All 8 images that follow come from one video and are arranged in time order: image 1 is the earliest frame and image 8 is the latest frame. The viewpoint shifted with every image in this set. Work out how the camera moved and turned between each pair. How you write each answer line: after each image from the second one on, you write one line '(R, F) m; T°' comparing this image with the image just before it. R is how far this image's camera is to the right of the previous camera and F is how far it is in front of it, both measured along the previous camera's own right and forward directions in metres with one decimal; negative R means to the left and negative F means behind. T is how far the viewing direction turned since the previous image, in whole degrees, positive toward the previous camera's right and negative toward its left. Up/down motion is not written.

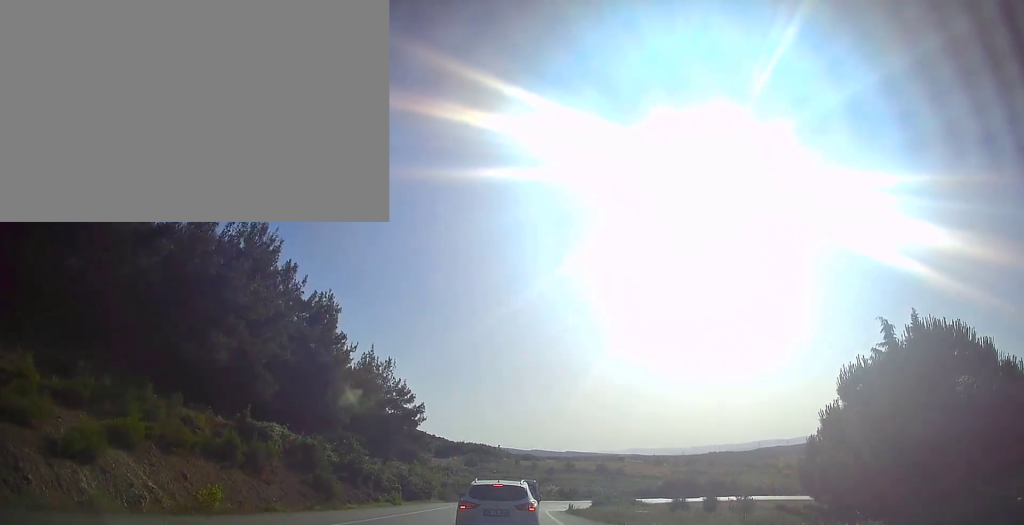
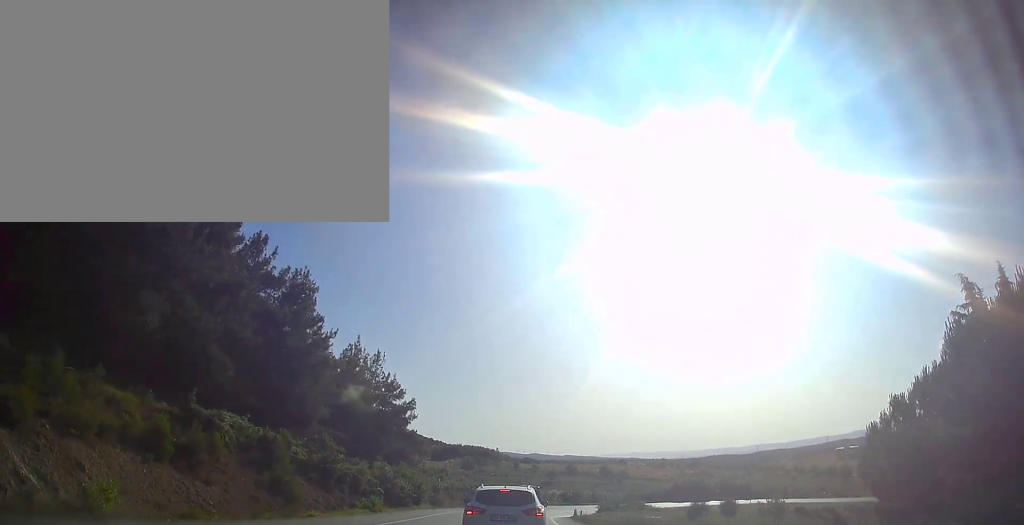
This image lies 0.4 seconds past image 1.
(-0.1, +5.6) m; 0°
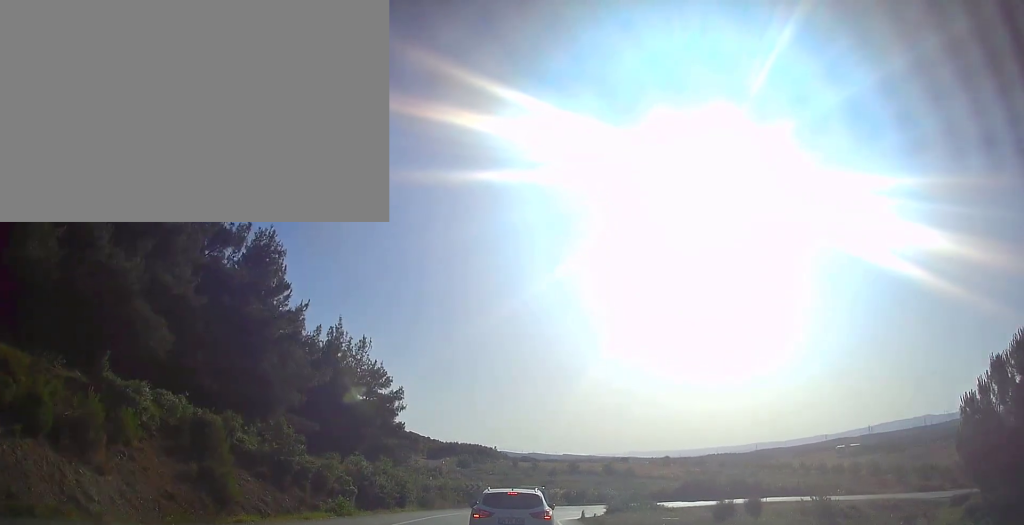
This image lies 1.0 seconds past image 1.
(0.0, +7.2) m; 0°
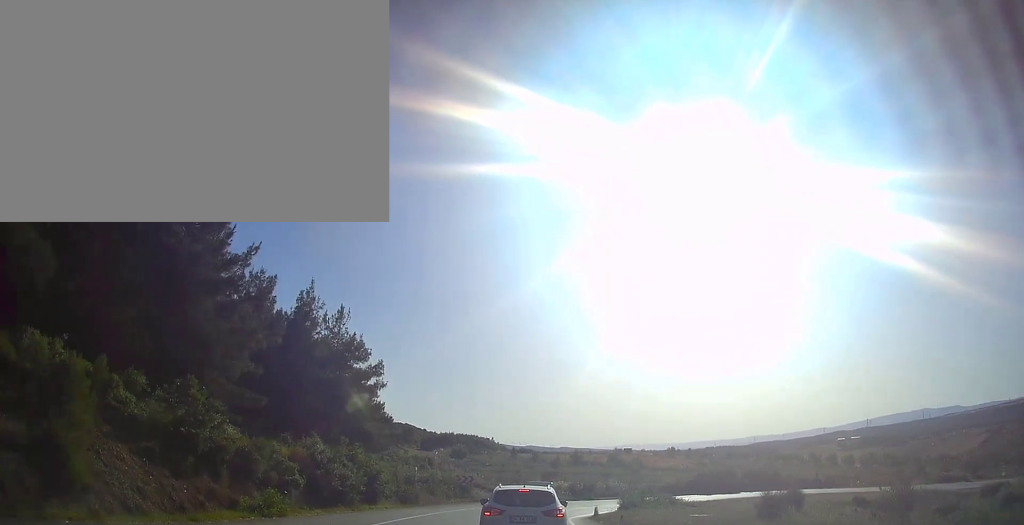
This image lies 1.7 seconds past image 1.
(+0.1, +8.3) m; 0°
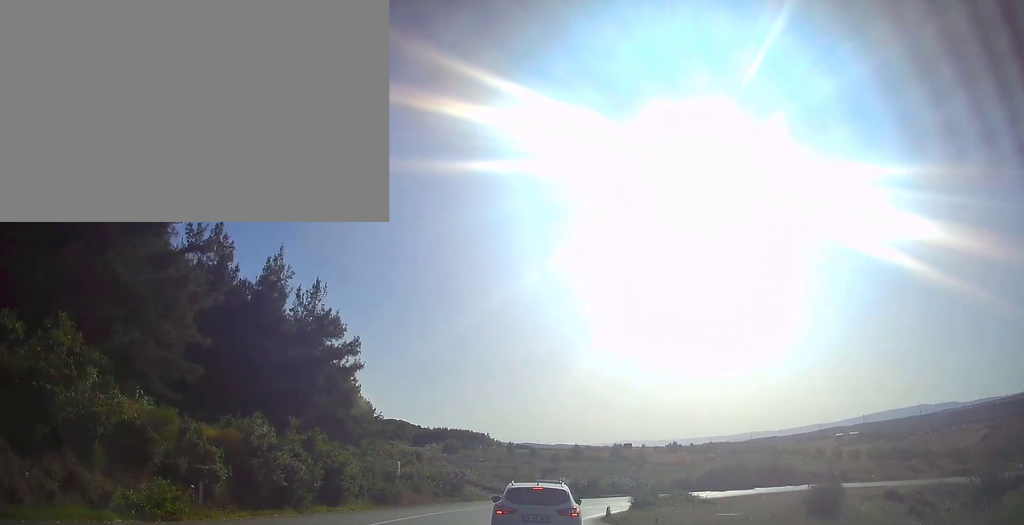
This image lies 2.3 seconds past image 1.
(-0.1, +7.1) m; 0°
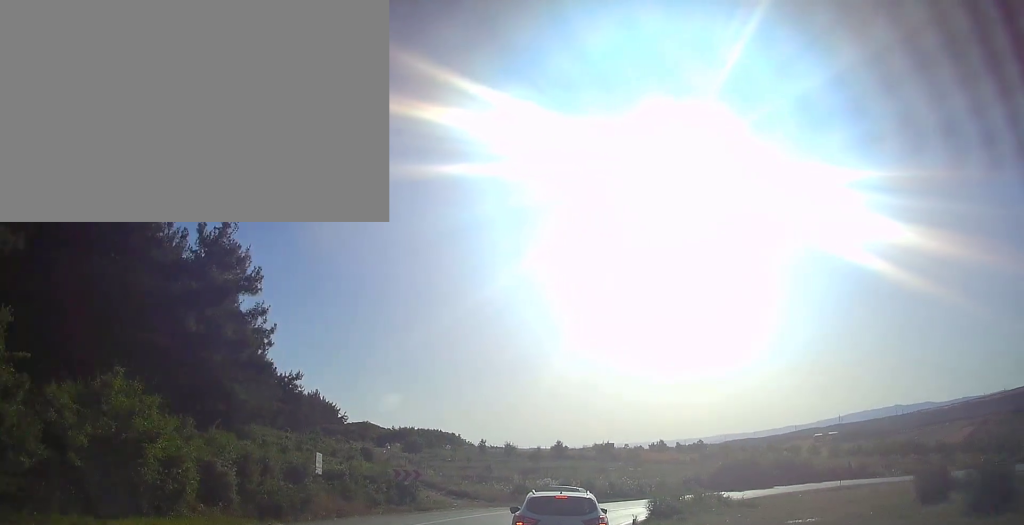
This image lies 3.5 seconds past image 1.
(+0.1, +13.9) m; +2°
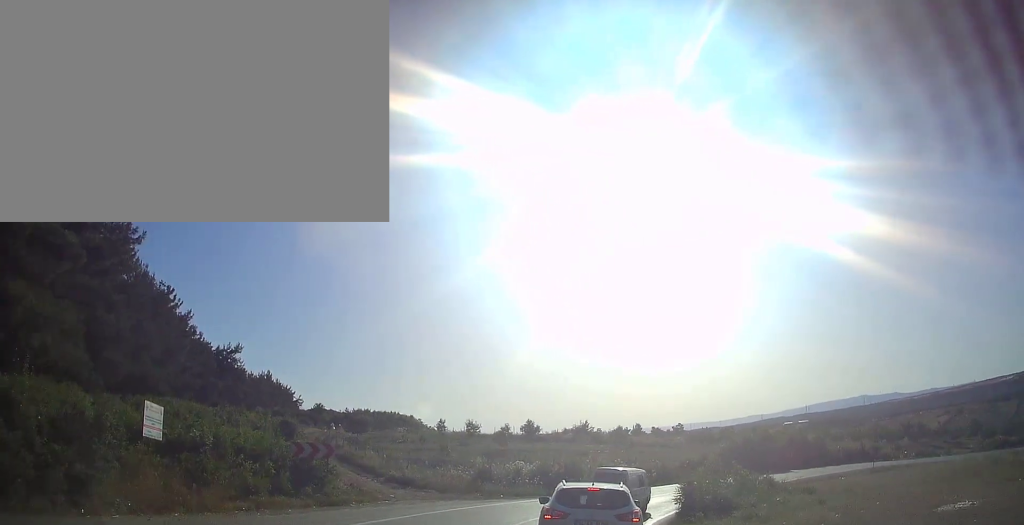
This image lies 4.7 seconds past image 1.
(+0.3, +12.8) m; +2°
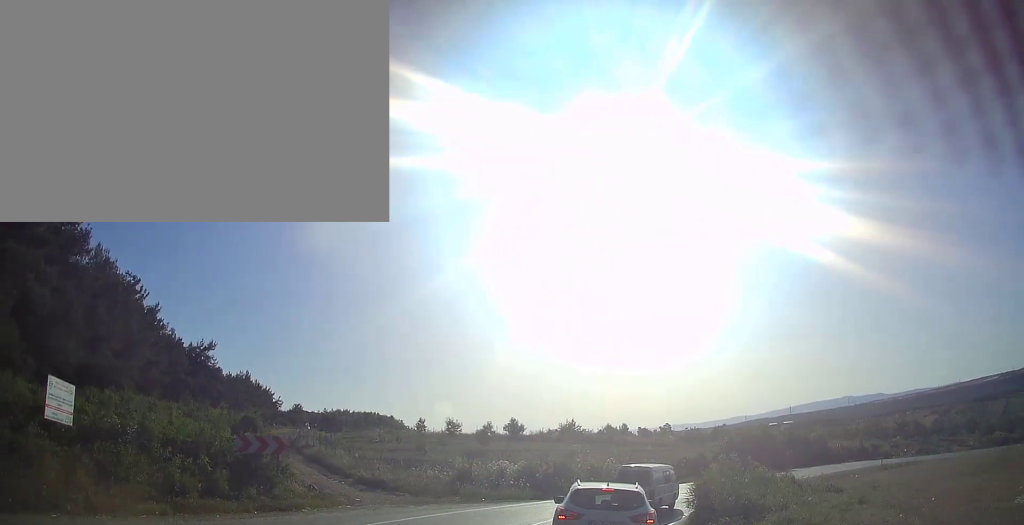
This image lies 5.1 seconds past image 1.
(+0.1, +3.8) m; +2°
